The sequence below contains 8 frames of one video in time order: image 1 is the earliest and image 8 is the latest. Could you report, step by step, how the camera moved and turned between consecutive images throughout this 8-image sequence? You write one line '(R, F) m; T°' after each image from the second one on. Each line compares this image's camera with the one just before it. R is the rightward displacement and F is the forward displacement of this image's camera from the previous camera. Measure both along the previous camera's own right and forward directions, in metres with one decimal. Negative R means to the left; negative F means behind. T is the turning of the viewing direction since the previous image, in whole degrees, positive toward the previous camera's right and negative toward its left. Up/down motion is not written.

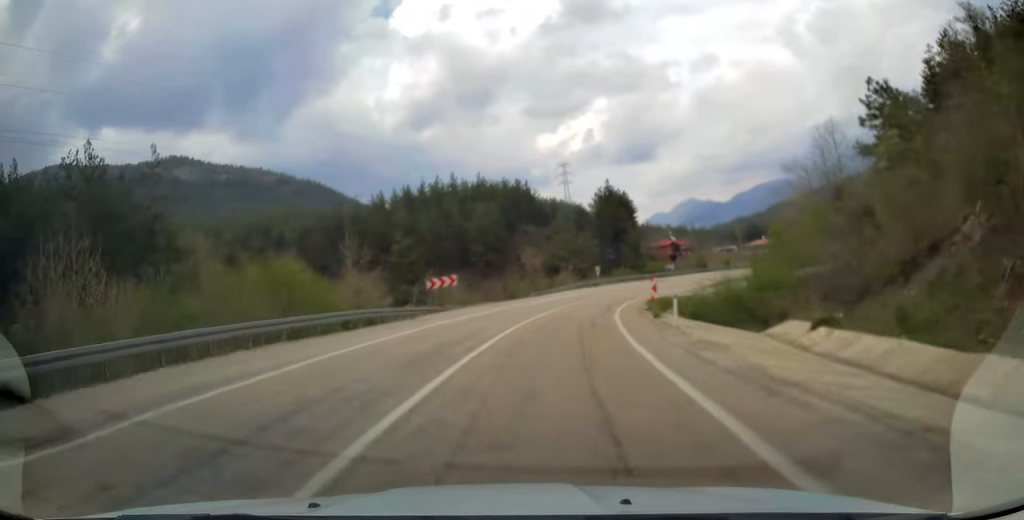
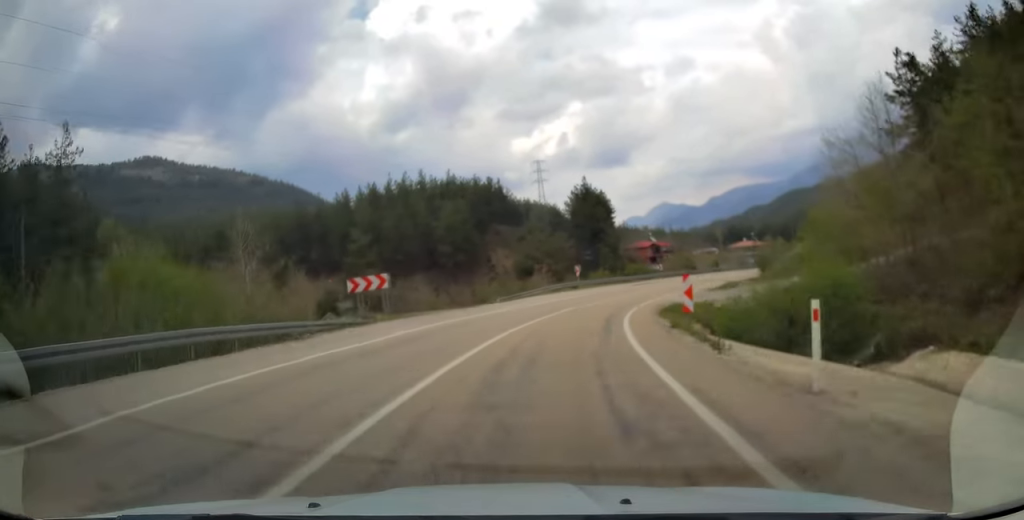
(+0.2, +10.7) m; +3°
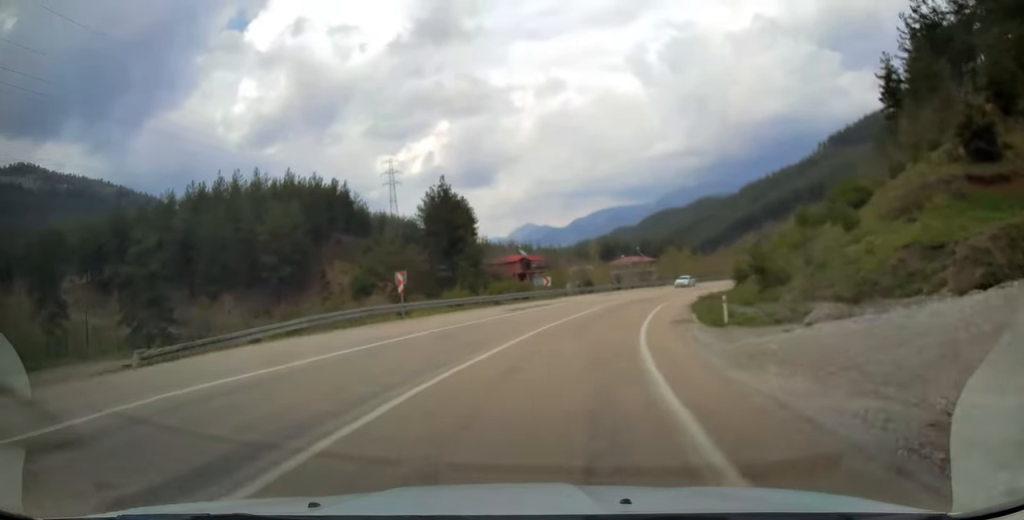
(+3.0, +29.9) m; +12°
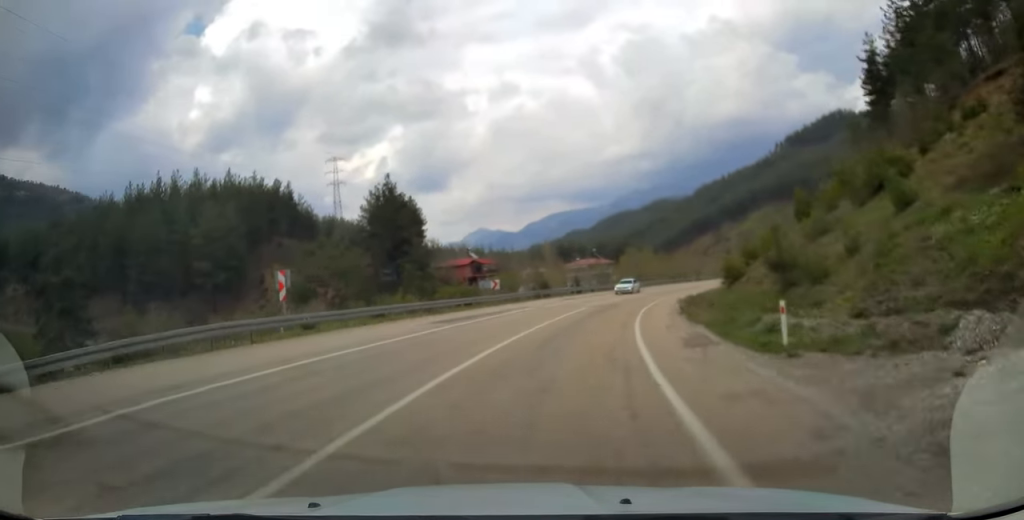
(-0.1, +8.7) m; +4°
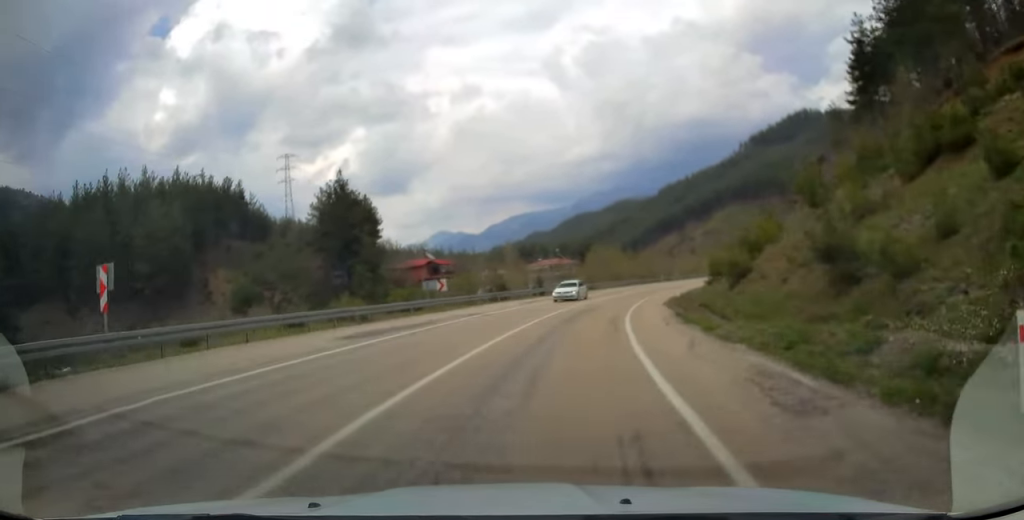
(+0.6, +7.5) m; +3°
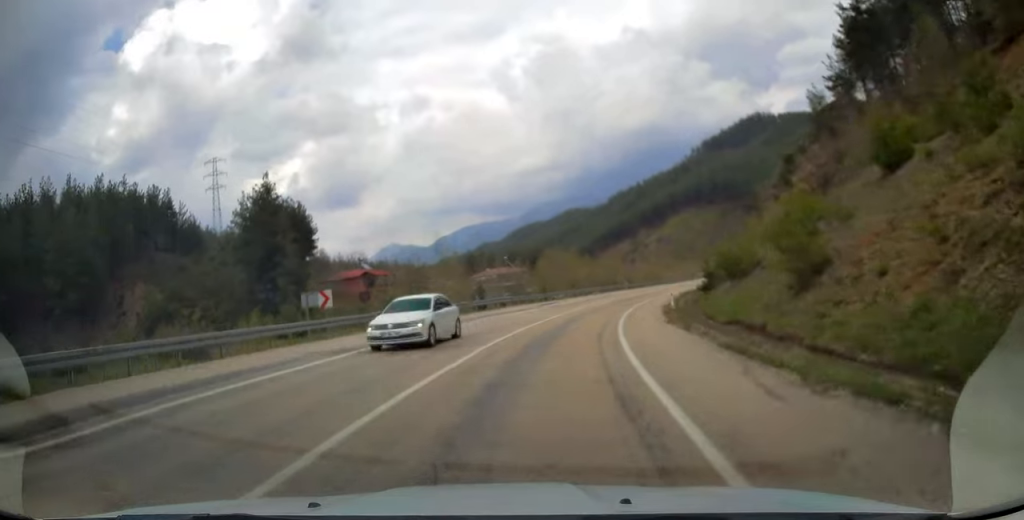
(+0.5, +12.1) m; +5°
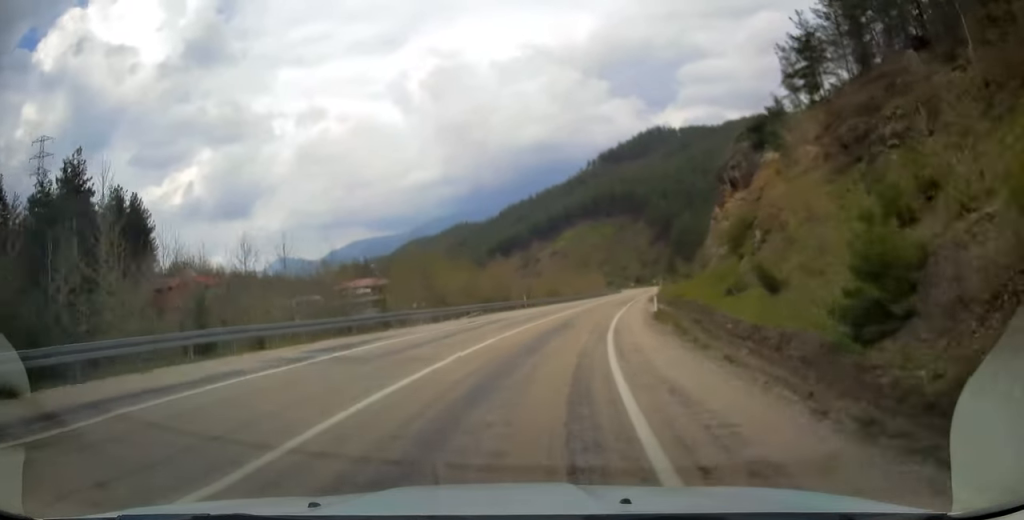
(+2.8, +28.0) m; +10°
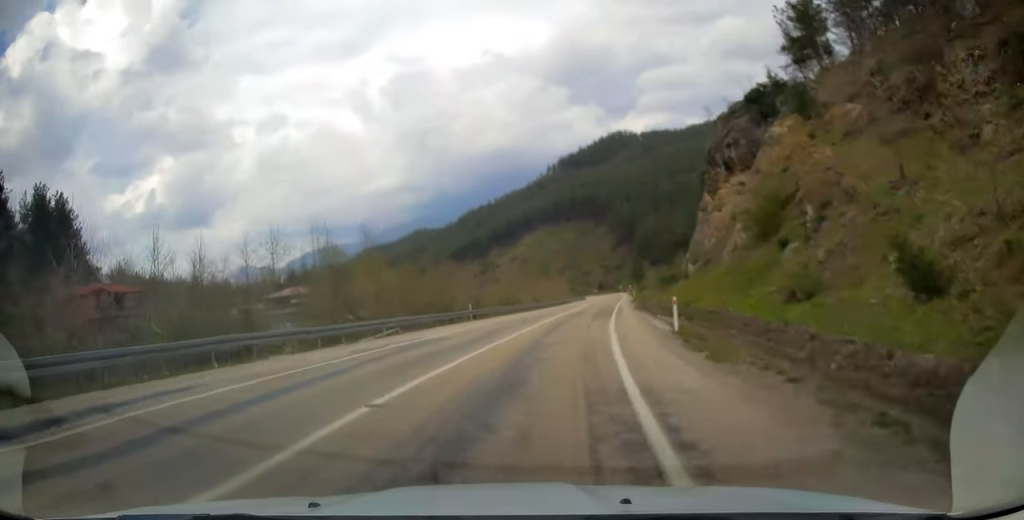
(+0.4, +13.0) m; +3°
